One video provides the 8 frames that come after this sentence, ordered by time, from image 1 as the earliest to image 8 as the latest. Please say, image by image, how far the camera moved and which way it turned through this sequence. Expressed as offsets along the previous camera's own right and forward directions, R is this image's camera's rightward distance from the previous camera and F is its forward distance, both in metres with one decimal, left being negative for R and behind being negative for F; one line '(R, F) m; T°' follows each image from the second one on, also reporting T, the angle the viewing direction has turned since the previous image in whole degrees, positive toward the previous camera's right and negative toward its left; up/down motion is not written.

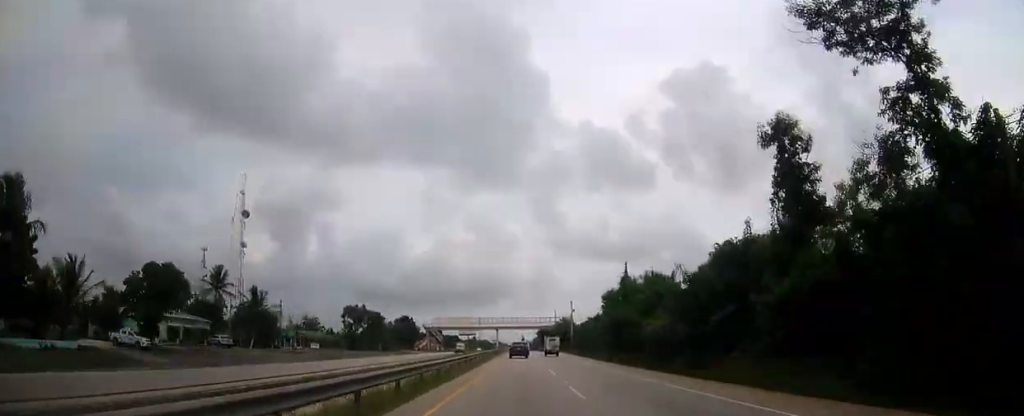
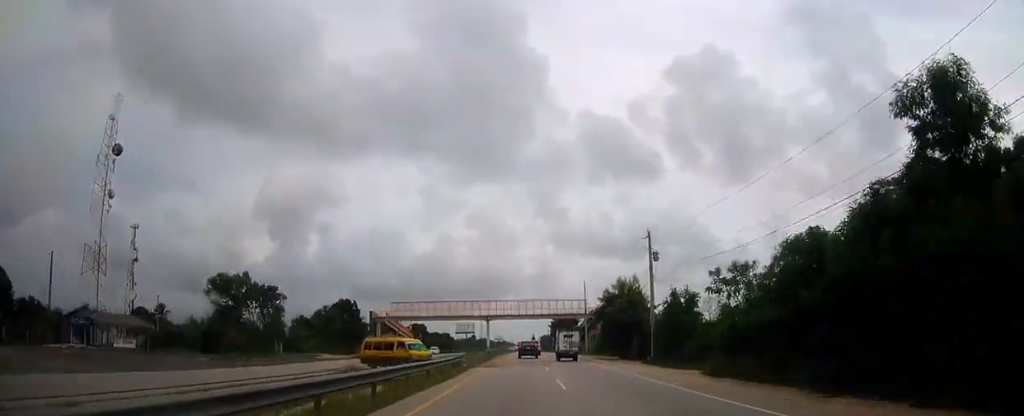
(+0.1, +68.4) m; 0°
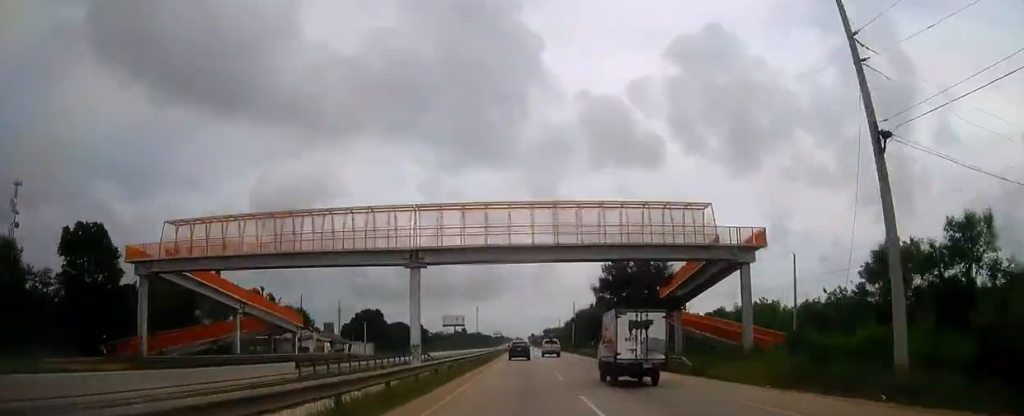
(-0.4, +79.4) m; 0°
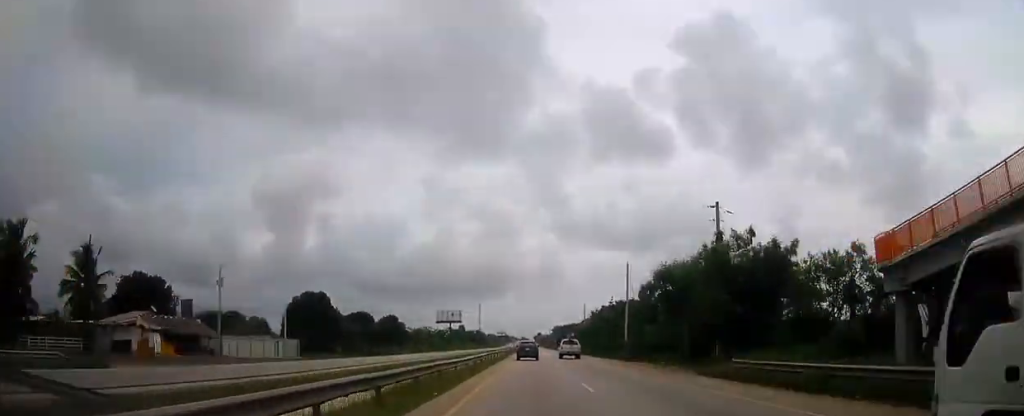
(0.0, +57.4) m; 0°
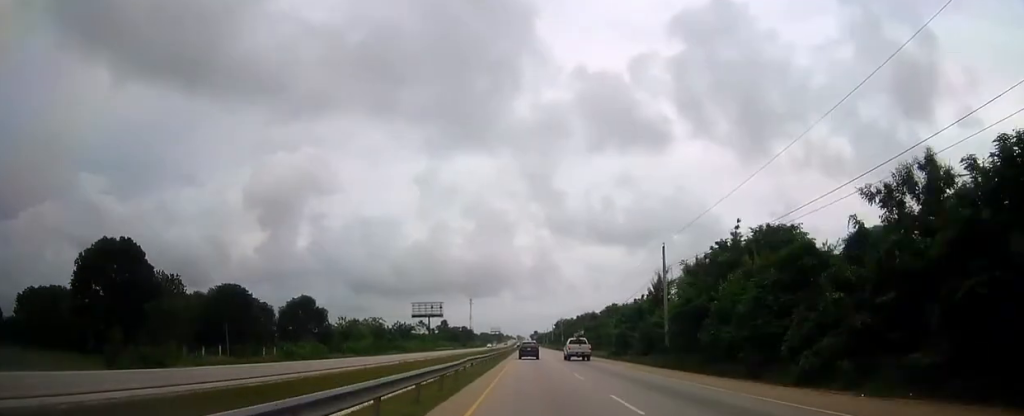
(+0.1, +71.1) m; 0°
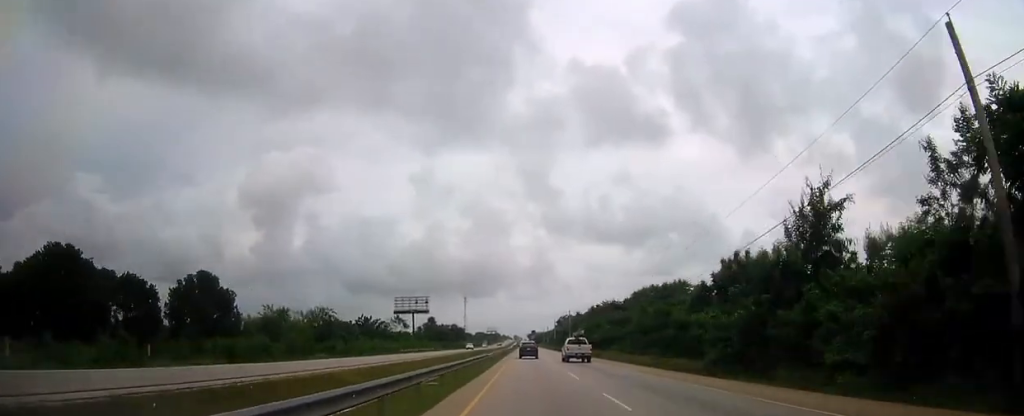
(0.0, +39.0) m; 0°
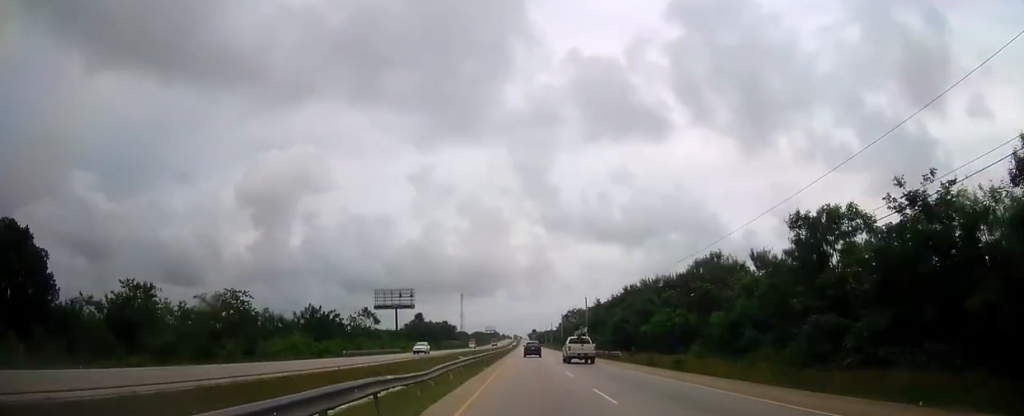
(+0.1, +35.0) m; 0°
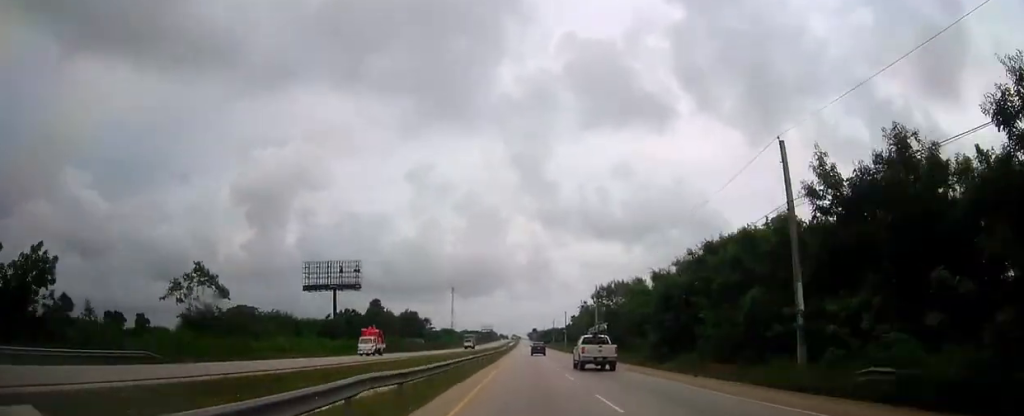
(+0.1, +76.4) m; 0°
